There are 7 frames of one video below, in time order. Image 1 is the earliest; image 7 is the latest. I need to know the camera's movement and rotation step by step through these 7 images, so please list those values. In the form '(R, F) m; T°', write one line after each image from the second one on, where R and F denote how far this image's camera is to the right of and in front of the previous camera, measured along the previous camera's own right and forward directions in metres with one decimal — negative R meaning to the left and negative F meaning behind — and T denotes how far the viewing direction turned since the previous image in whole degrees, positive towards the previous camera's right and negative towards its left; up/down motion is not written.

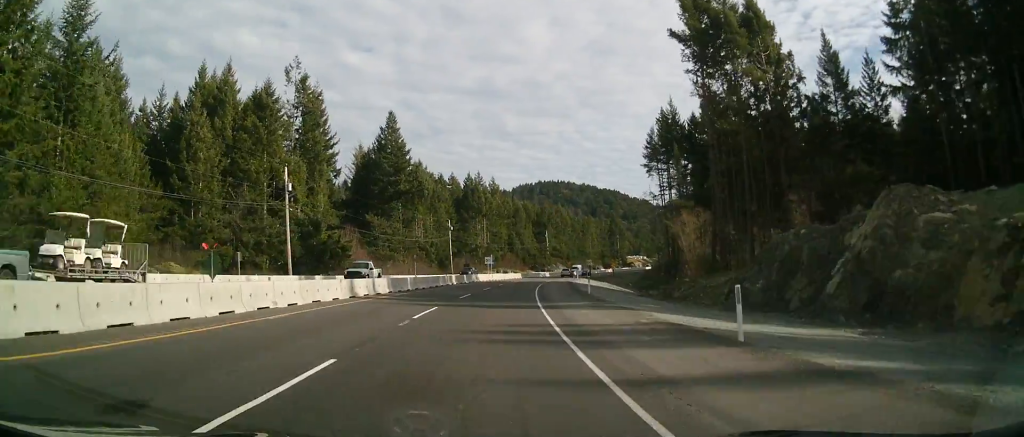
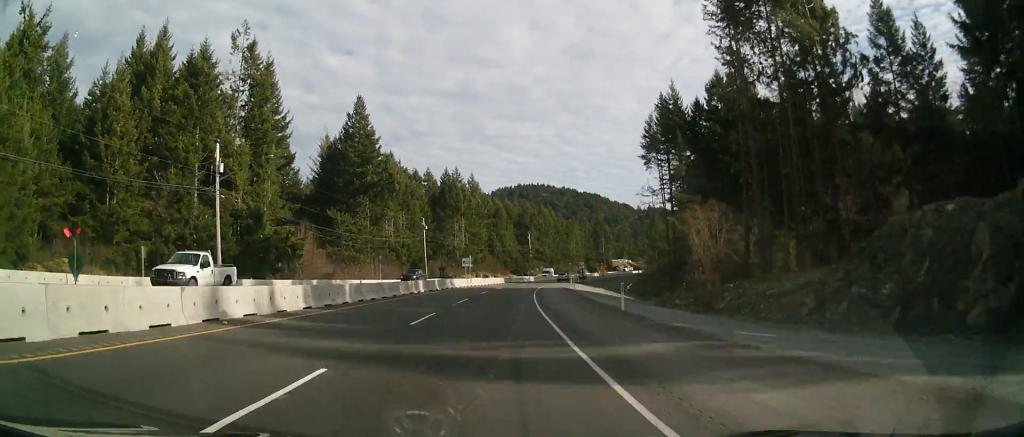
(+0.3, +13.5) m; +1°
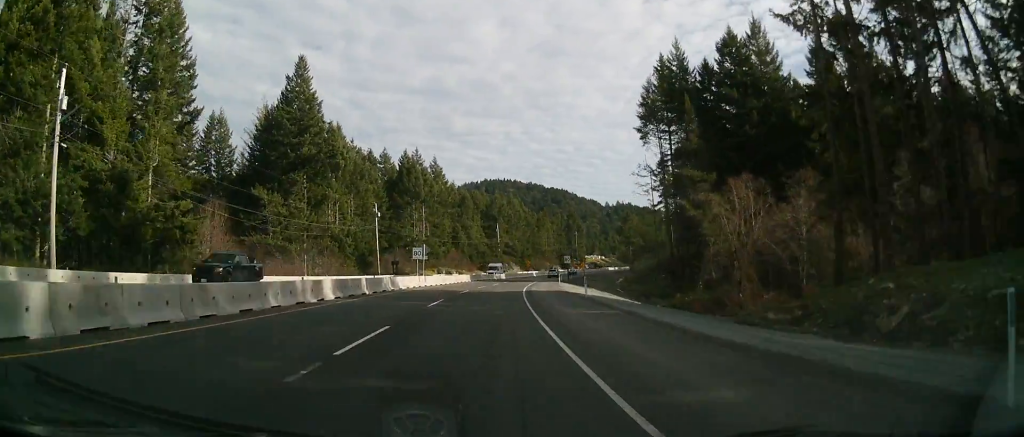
(+0.1, +19.5) m; +2°
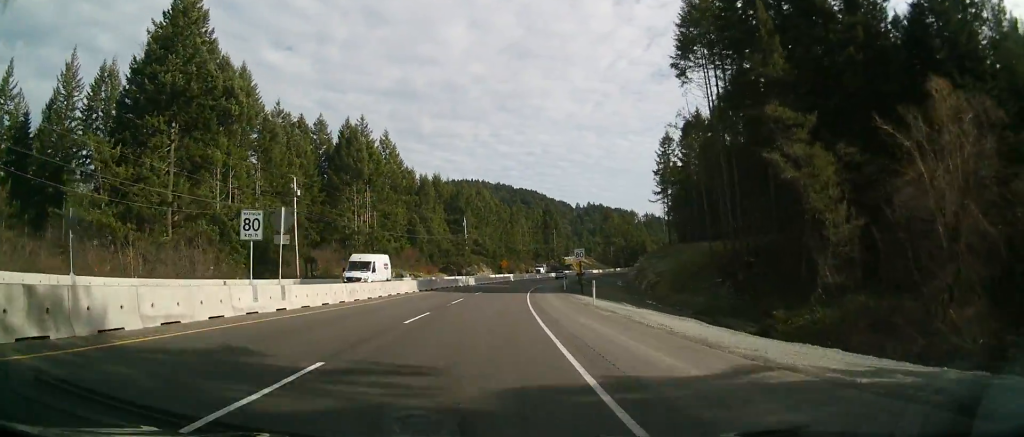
(+1.2, +31.5) m; +4°
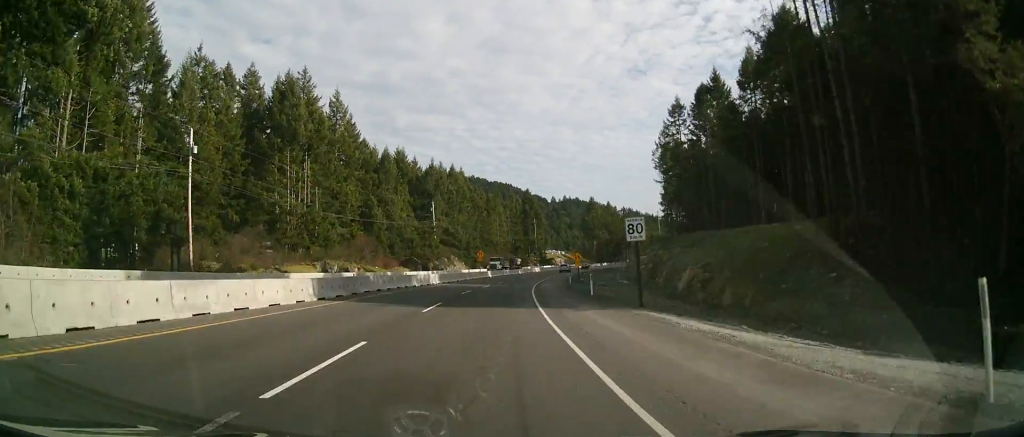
(+0.3, +23.2) m; +7°
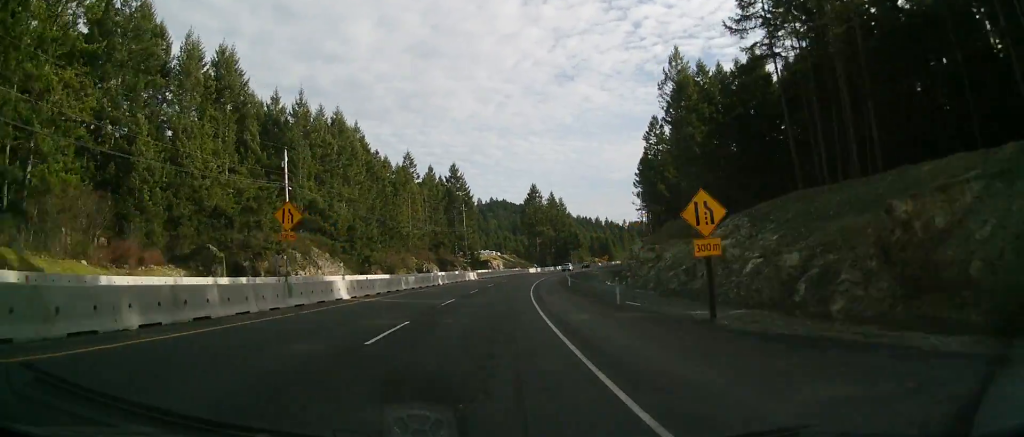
(+6.3, +58.4) m; +6°
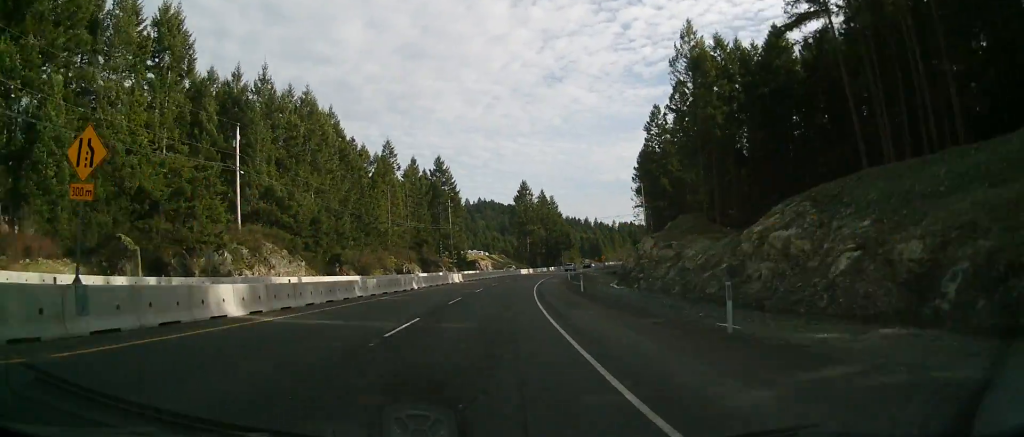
(0.0, +11.6) m; 0°
